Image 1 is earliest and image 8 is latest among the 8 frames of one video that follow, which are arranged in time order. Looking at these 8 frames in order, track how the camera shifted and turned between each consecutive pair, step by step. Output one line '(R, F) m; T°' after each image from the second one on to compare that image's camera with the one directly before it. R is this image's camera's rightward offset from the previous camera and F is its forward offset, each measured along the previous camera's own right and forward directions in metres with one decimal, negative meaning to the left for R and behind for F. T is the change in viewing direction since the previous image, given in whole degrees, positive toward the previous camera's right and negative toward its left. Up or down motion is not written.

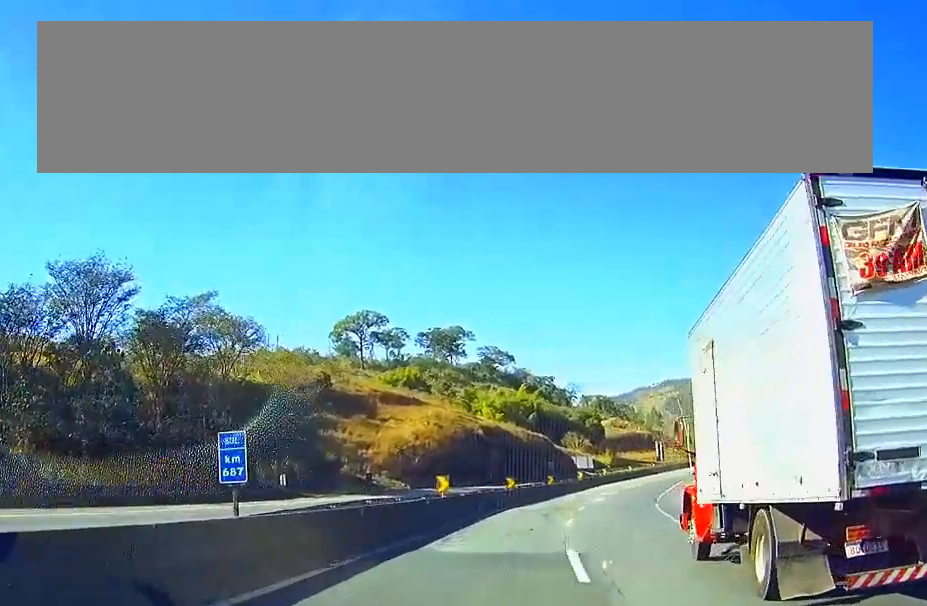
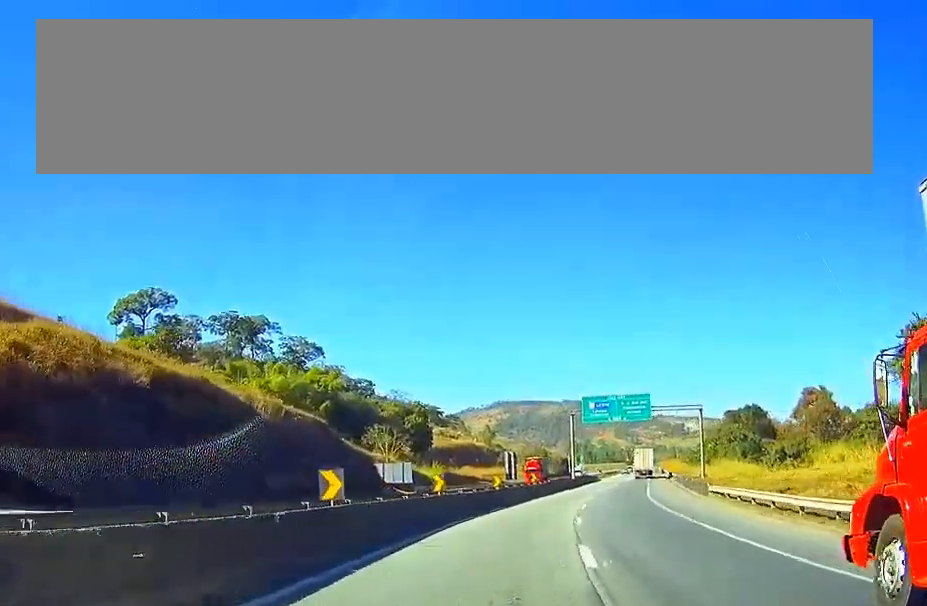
(+11.2, +60.3) m; +11°
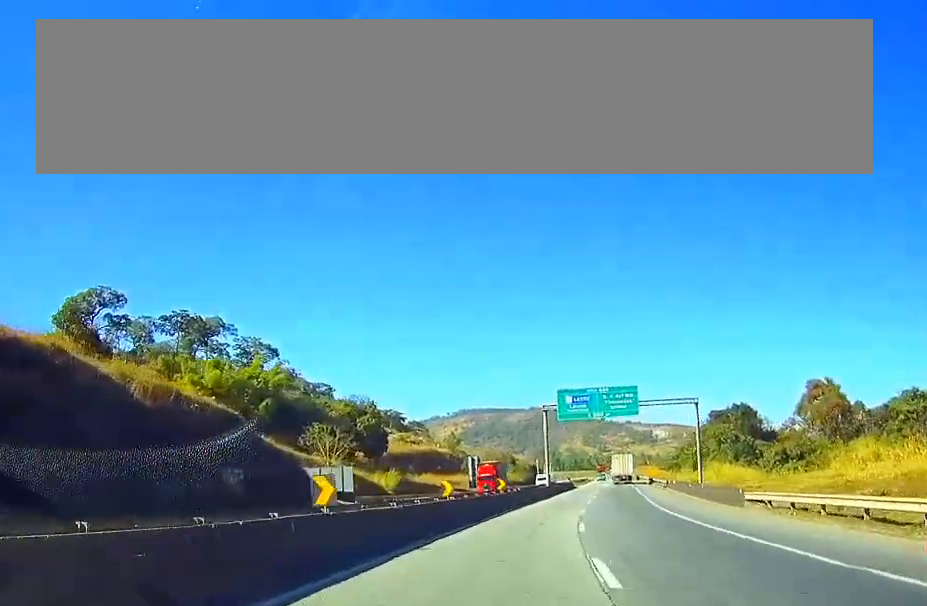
(0.0, +14.8) m; 0°
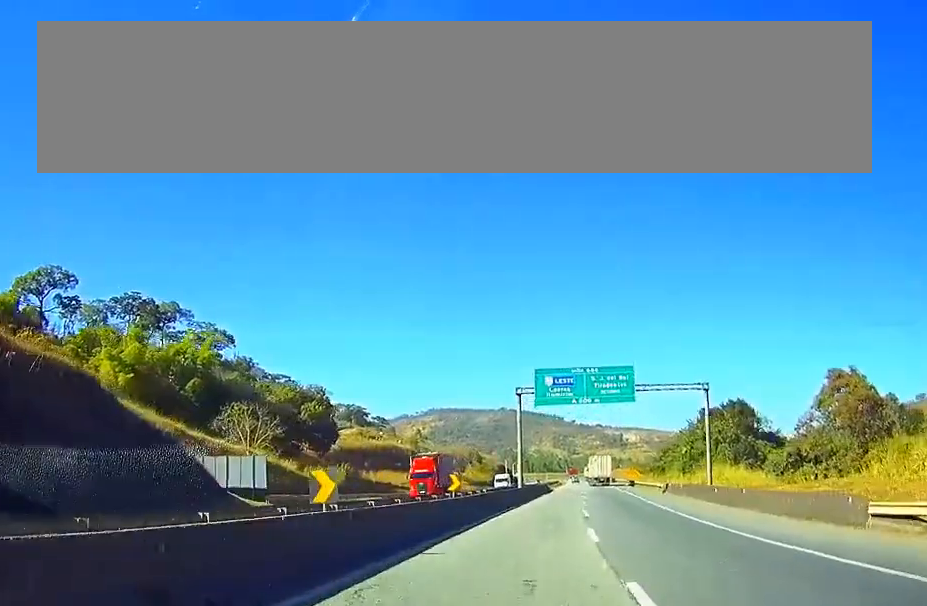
(0.0, +16.6) m; 0°
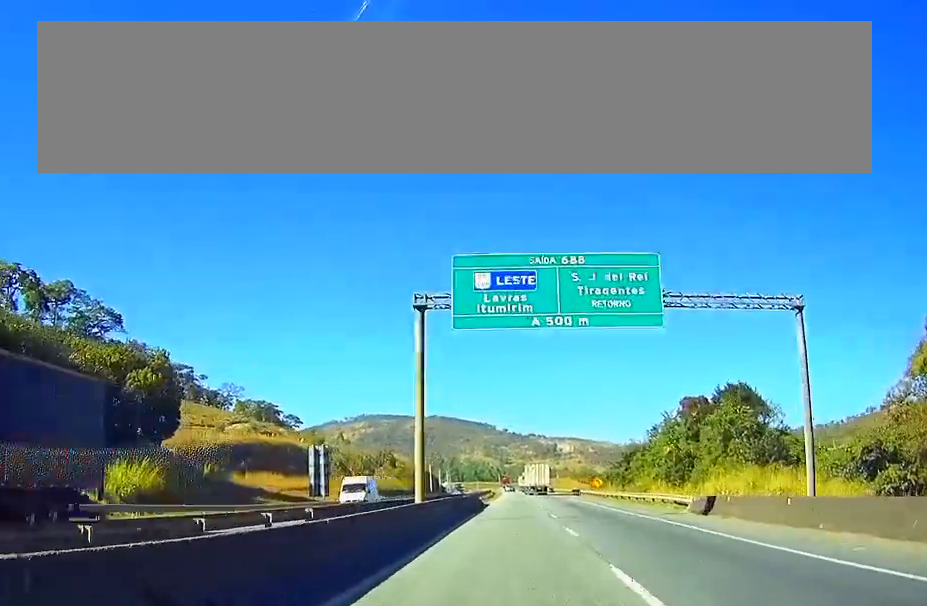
(0.0, +35.8) m; 0°
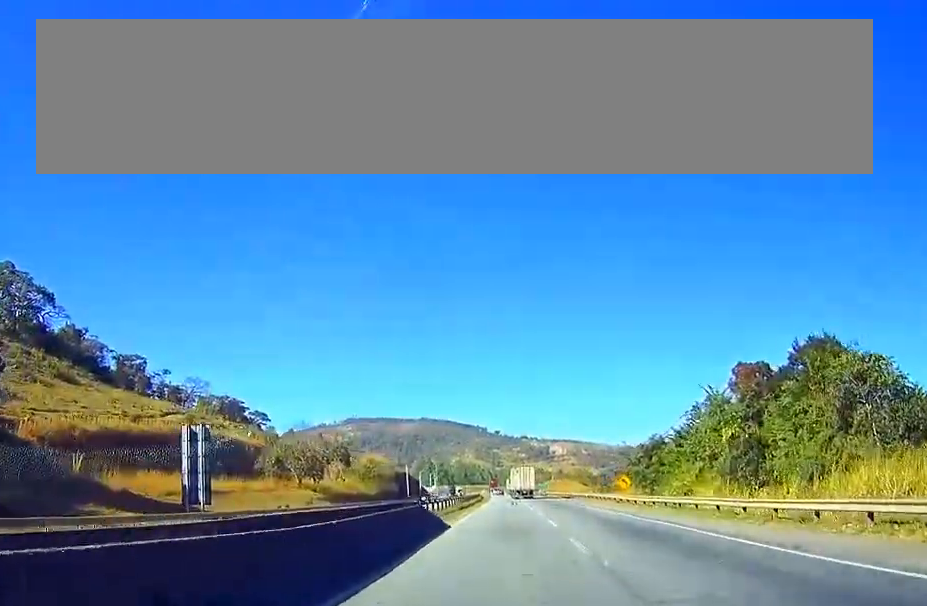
(+0.6, +31.6) m; +5°
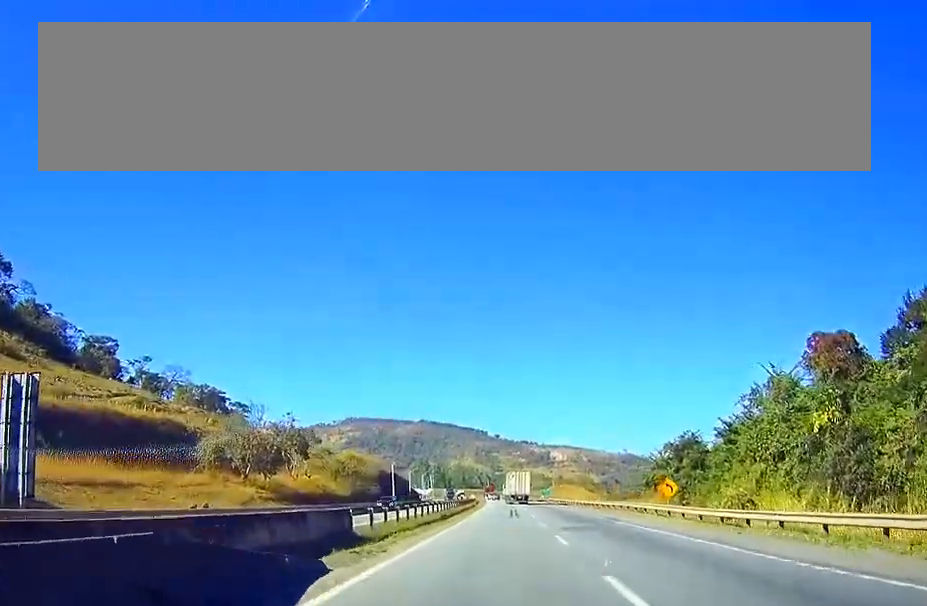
(+1.4, +21.3) m; +3°
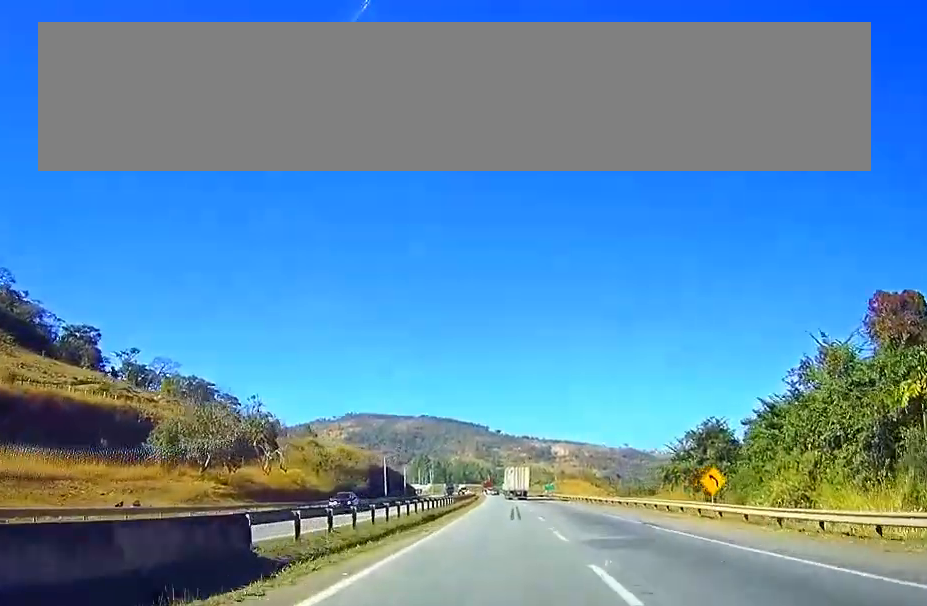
(+0.1, +11.6) m; 0°
